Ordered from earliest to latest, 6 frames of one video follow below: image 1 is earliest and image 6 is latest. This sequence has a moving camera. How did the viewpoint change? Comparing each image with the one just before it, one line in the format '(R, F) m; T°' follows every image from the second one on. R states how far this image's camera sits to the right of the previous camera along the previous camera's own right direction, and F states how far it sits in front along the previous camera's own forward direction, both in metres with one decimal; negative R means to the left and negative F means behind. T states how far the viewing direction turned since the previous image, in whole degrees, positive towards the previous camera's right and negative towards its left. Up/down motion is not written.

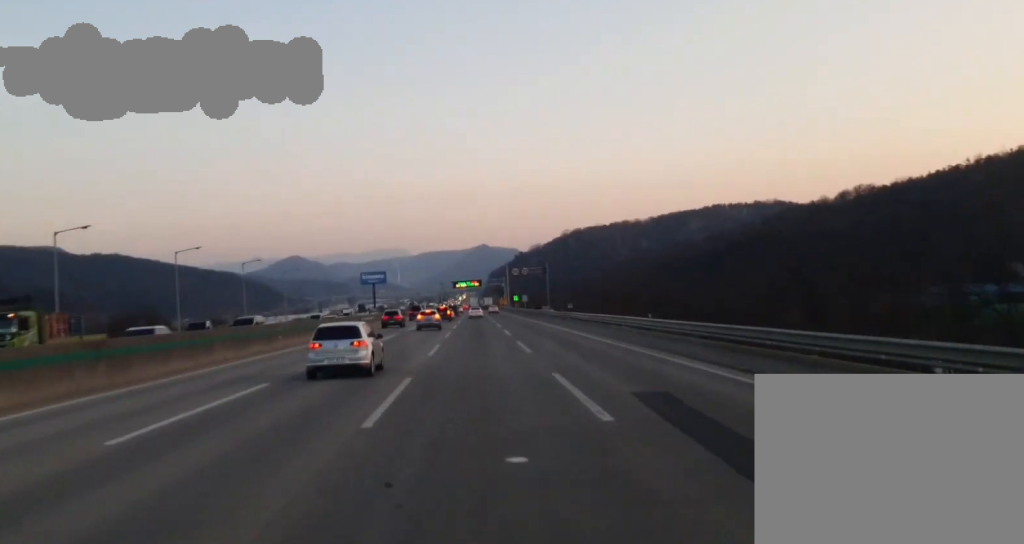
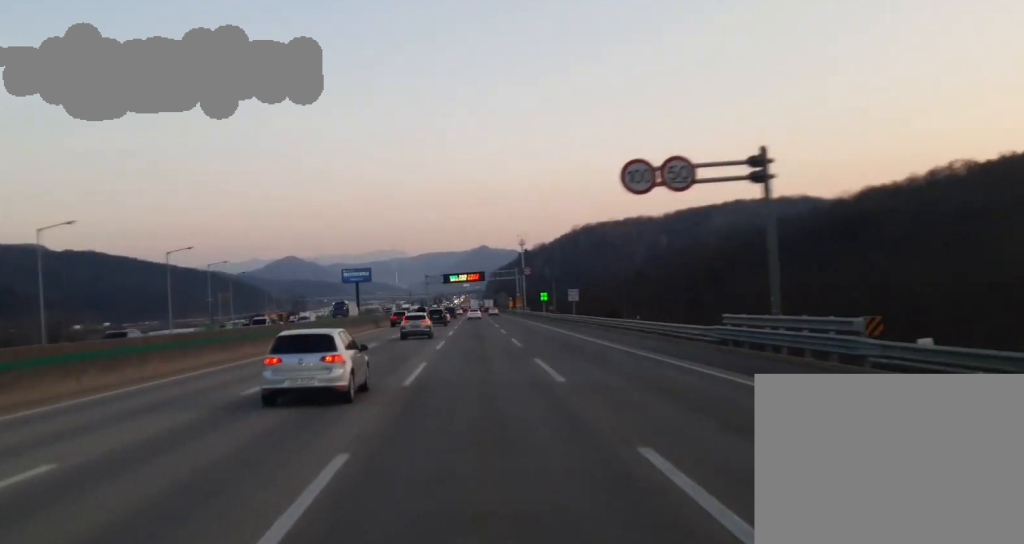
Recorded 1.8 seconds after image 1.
(-0.2, +90.7) m; 0°
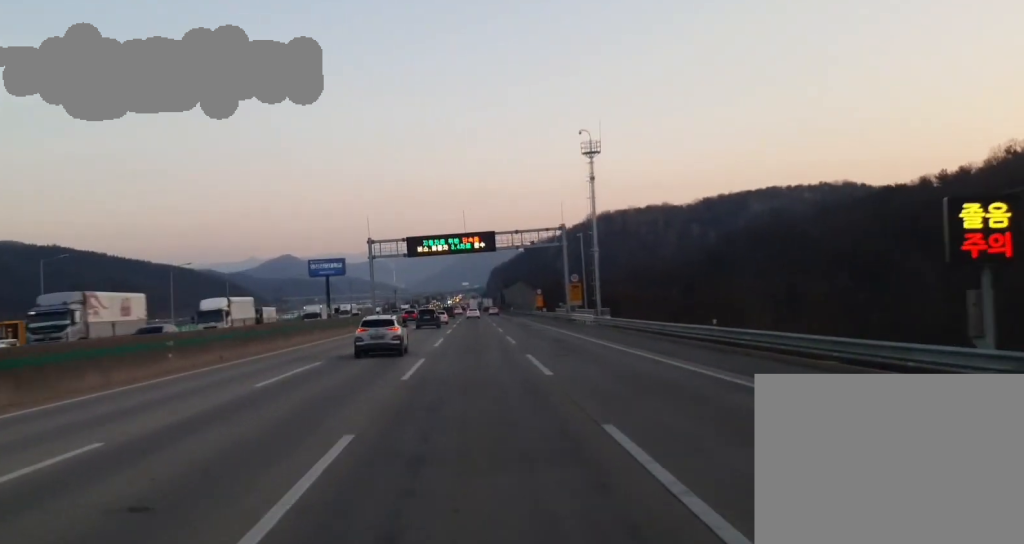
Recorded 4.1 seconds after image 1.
(+0.6, +117.3) m; 0°
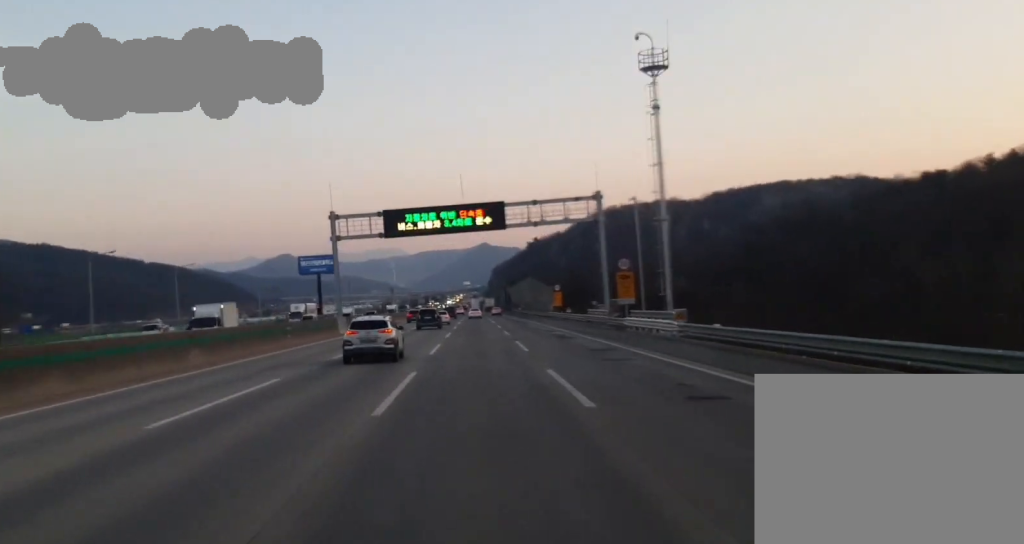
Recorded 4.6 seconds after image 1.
(0.0, +27.3) m; 0°
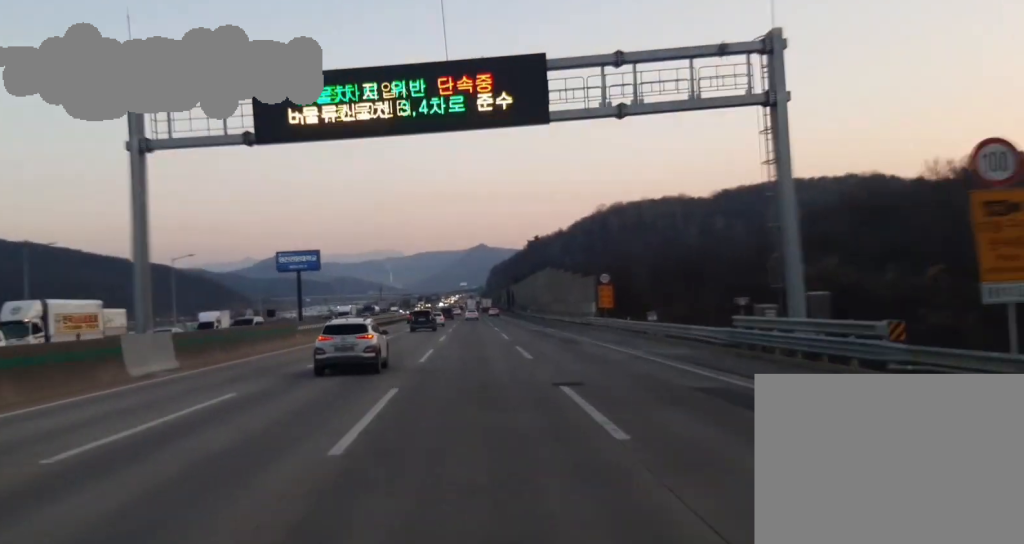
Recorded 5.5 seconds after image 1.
(-0.1, +42.7) m; 0°
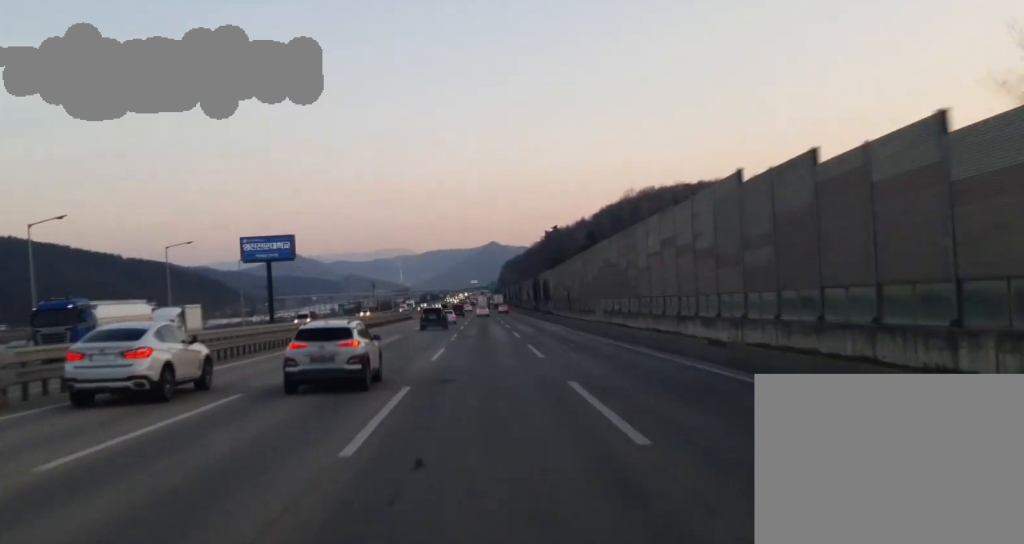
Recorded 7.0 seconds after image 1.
(+0.1, +80.8) m; 0°
